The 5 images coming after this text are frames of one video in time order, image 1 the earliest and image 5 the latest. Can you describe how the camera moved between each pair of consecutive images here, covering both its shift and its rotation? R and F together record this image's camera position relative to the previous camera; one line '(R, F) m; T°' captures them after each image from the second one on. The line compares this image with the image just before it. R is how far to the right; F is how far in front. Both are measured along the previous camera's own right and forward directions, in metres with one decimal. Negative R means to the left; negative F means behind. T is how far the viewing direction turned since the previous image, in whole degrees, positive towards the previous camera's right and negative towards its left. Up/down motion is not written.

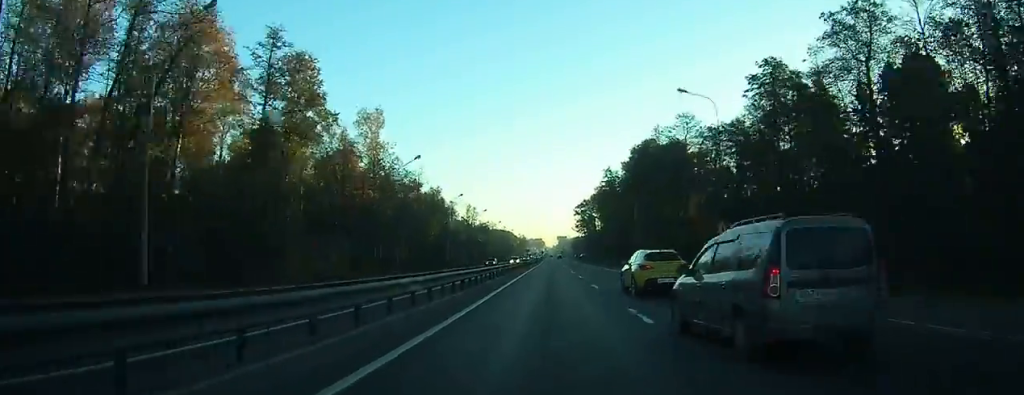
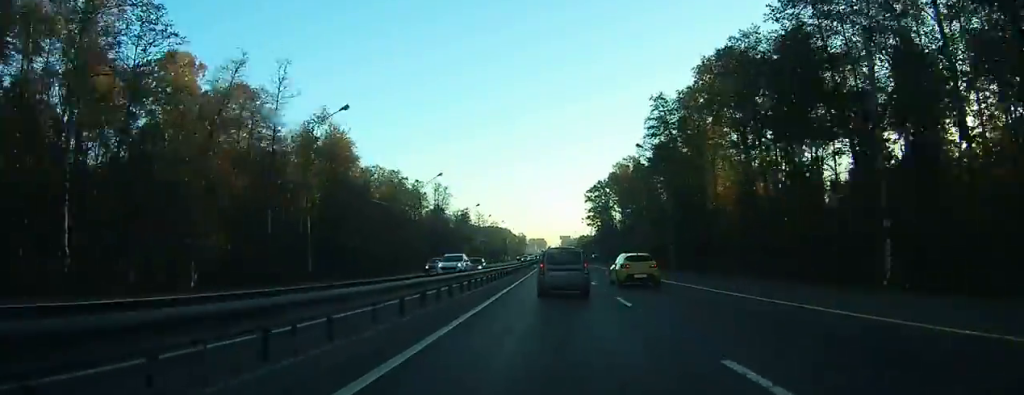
(0.0, +58.5) m; 0°
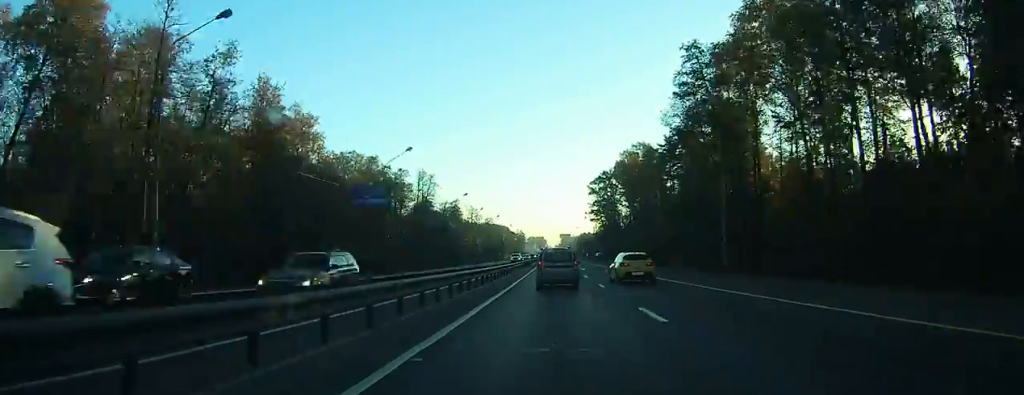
(0.0, +16.9) m; 0°
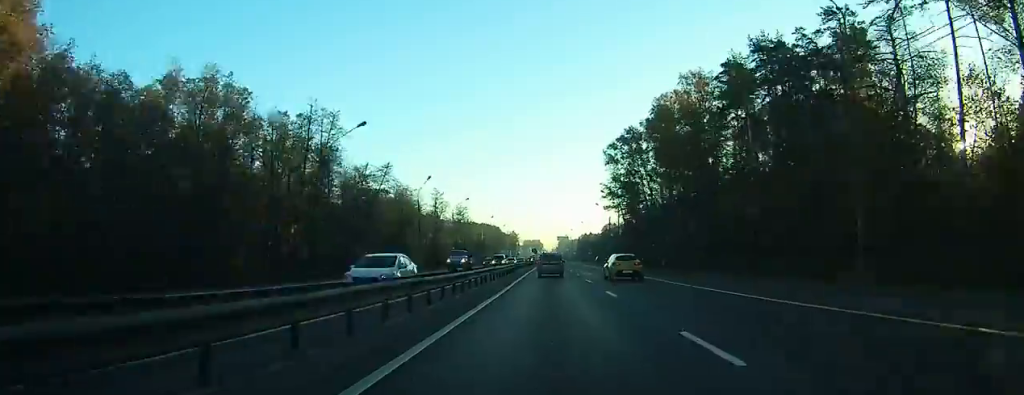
(0.0, +52.3) m; 0°
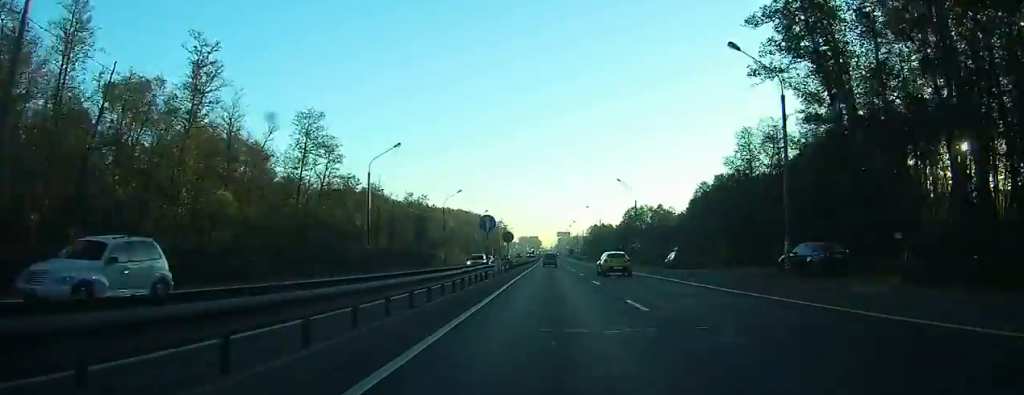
(+0.4, +87.3) m; 0°
